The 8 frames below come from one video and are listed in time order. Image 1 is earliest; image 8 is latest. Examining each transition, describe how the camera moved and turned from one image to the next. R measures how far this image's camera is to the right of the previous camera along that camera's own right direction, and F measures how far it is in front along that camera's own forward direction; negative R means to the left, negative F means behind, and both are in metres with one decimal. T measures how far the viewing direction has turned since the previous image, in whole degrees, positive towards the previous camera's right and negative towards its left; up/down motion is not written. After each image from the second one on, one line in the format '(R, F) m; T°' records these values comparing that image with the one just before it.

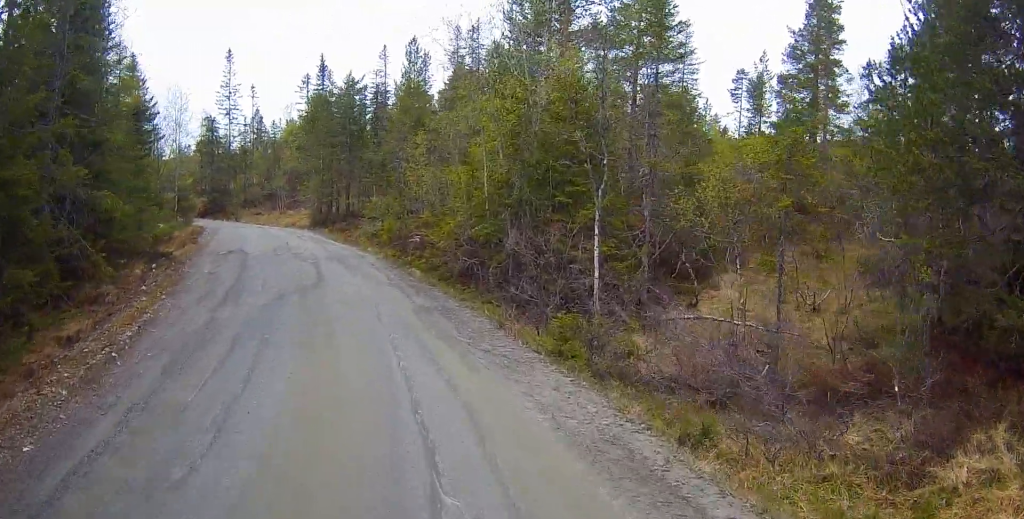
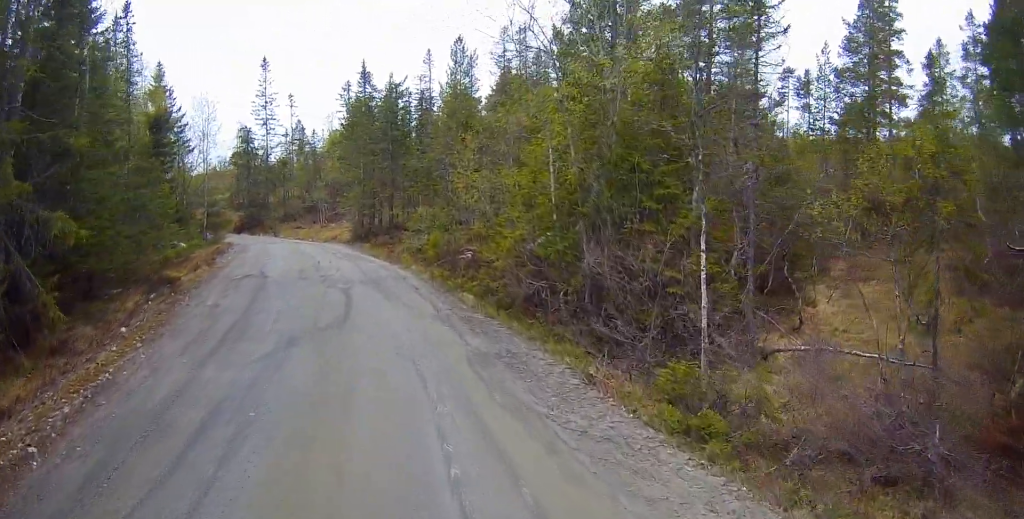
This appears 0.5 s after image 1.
(-0.1, +2.8) m; -2°
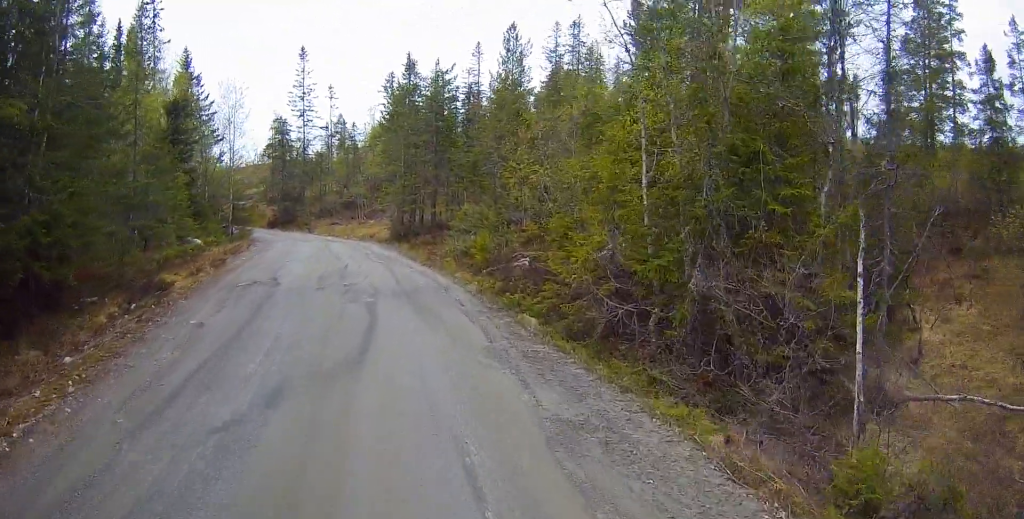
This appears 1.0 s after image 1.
(0.0, +2.8) m; 0°
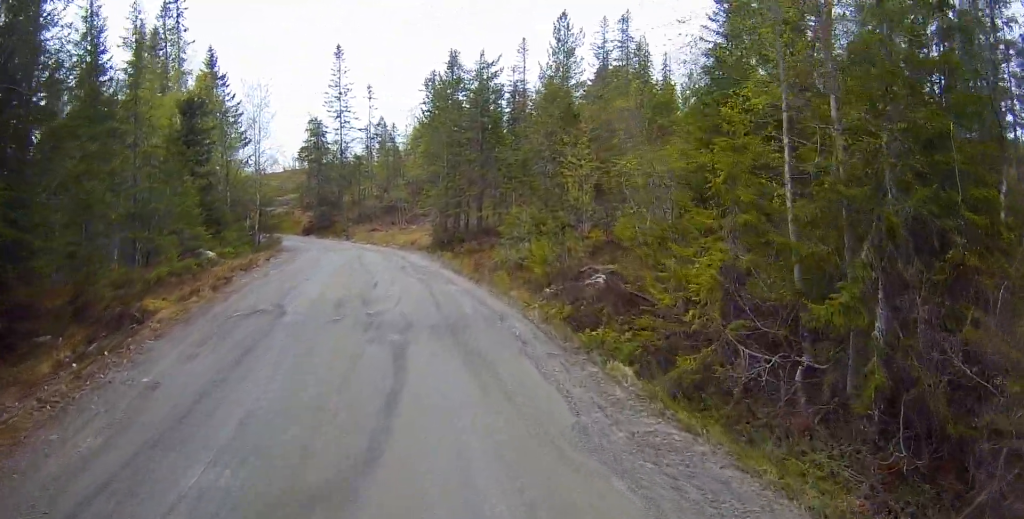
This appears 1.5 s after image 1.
(0.0, +2.9) m; -1°
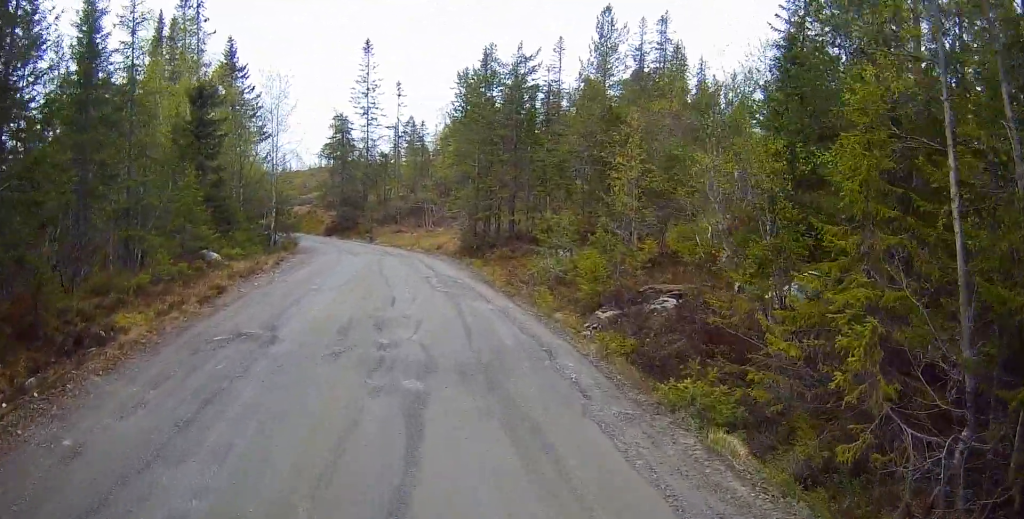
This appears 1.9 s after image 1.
(0.0, +2.2) m; -2°
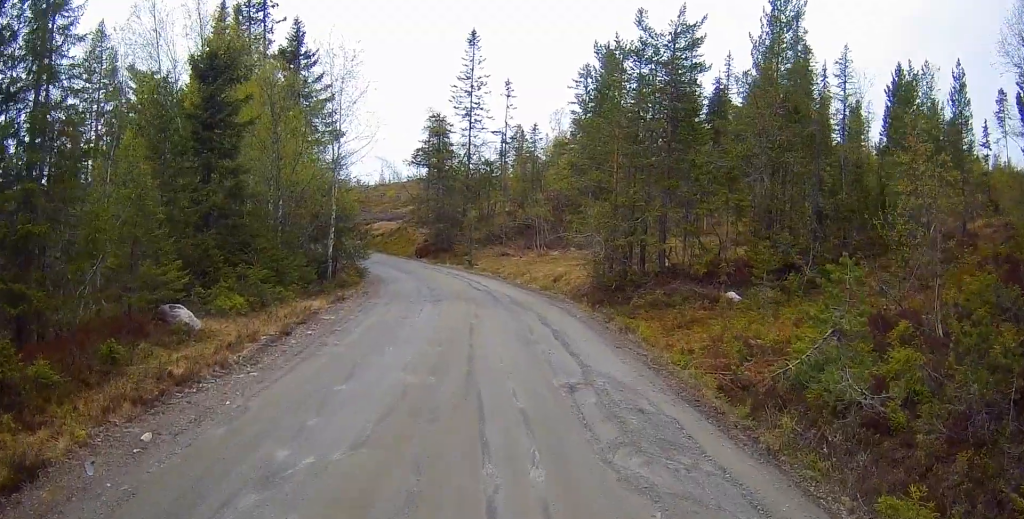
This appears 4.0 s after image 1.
(-1.2, +9.6) m; -14°
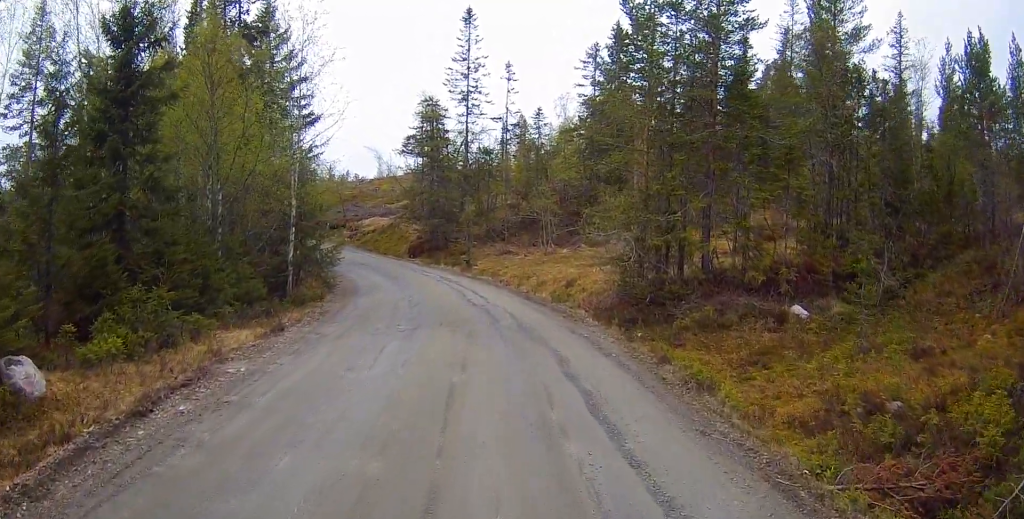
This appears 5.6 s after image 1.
(-0.2, +5.5) m; -2°
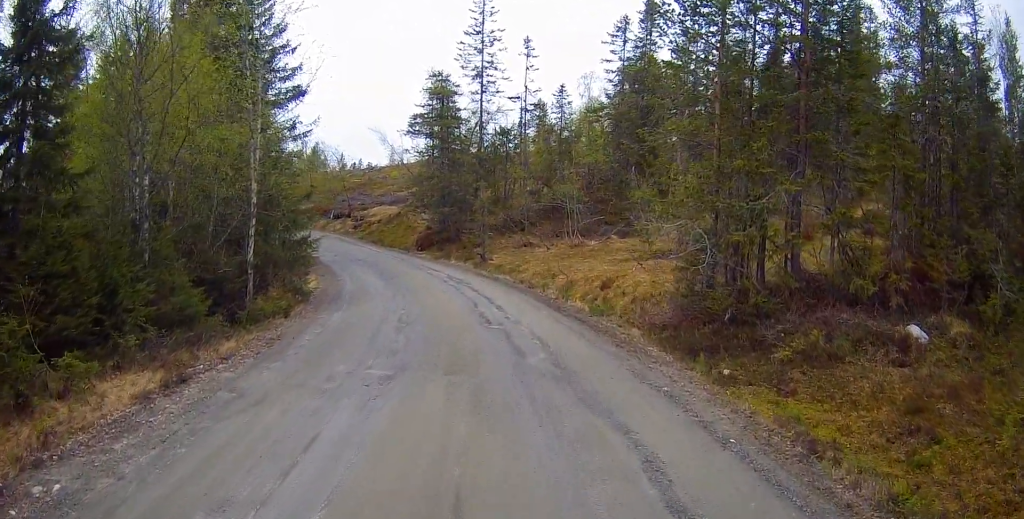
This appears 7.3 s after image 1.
(+0.6, +4.6) m; +8°
